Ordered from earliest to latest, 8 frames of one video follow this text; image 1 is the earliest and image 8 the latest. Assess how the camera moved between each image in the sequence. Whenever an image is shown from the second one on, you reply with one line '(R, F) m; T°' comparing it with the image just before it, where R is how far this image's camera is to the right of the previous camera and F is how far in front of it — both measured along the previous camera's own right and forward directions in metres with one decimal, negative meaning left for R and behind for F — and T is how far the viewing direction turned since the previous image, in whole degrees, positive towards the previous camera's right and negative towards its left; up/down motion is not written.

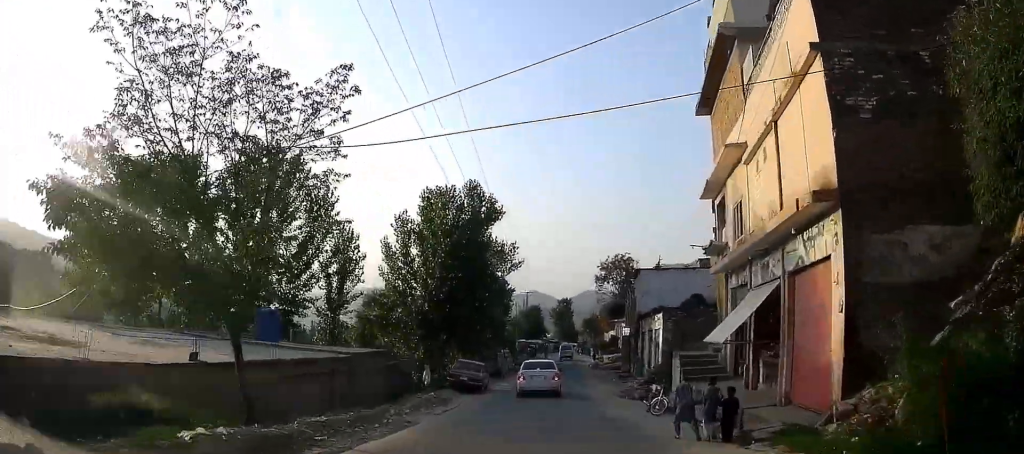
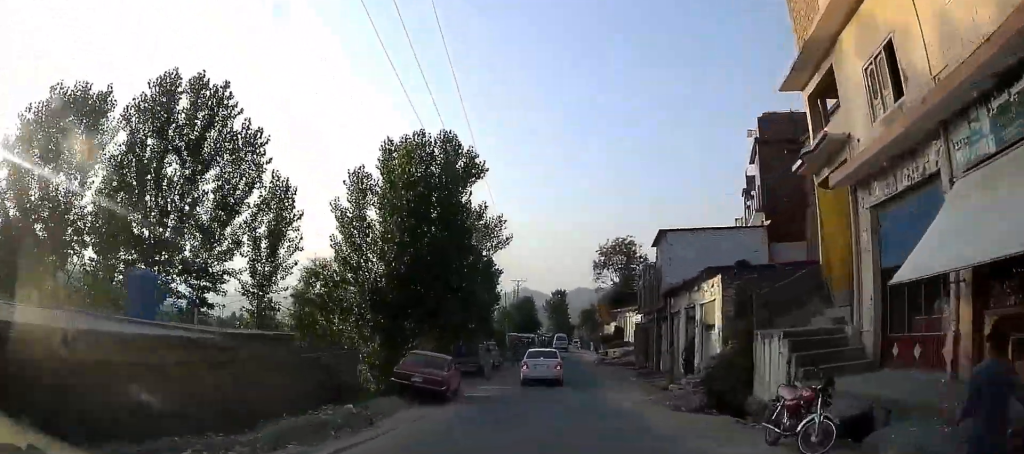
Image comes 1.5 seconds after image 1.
(+0.3, +8.1) m; -2°
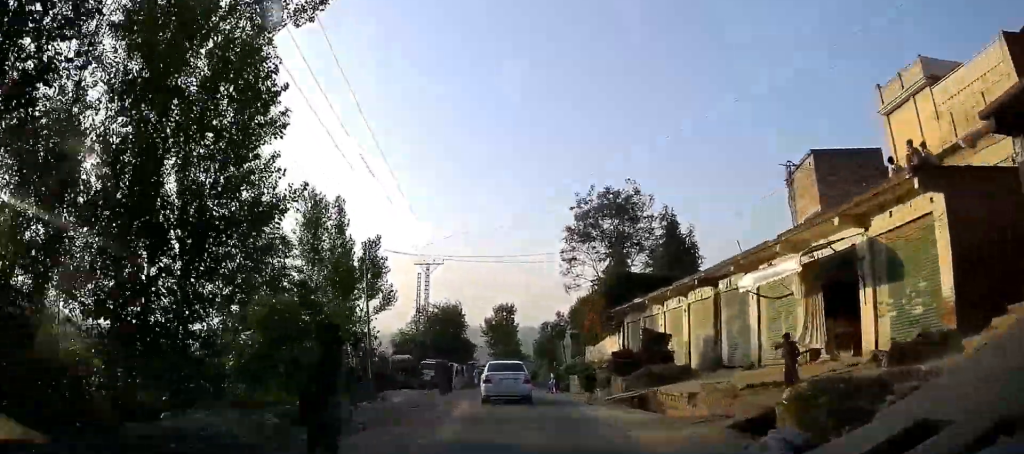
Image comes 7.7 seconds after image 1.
(-1.9, +38.0) m; -4°
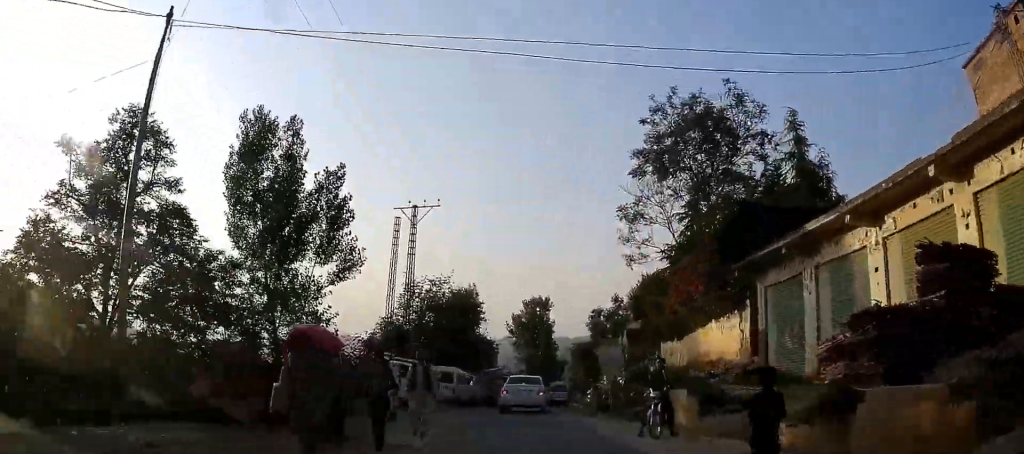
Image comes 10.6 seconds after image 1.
(-1.4, +18.8) m; -7°
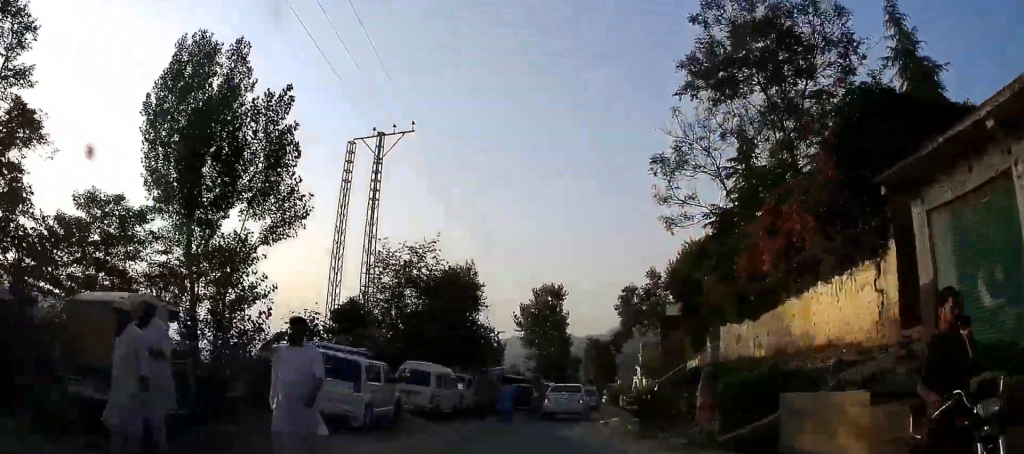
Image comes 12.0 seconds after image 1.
(-0.3, +9.1) m; 0°
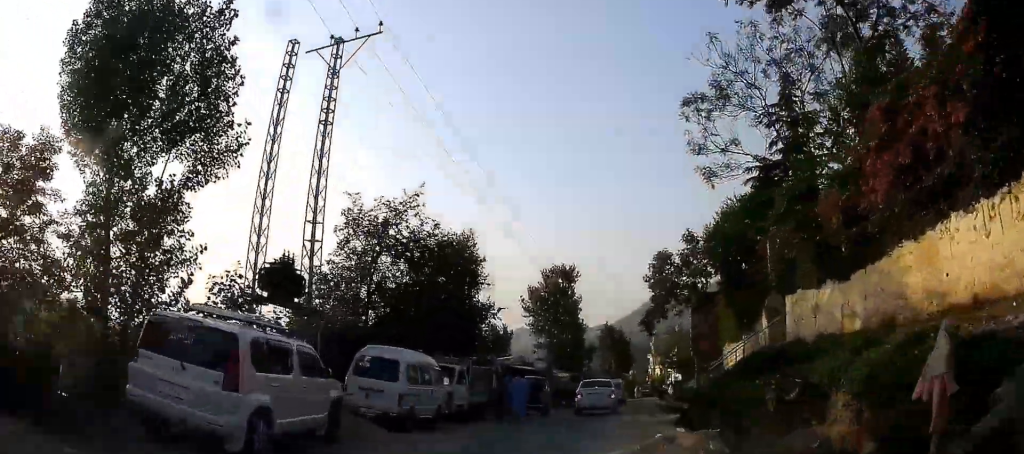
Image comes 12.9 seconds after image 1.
(+0.1, +6.0) m; +2°
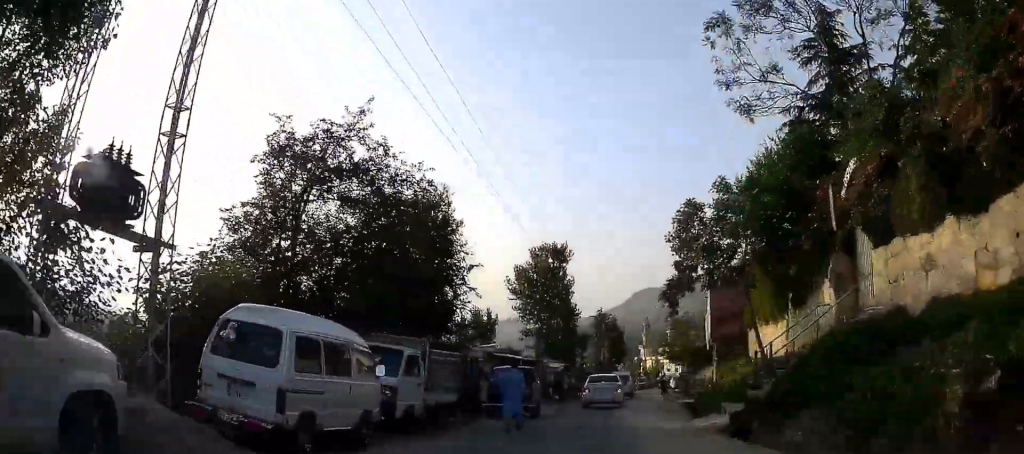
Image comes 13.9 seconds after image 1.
(+0.1, +6.2) m; +3°
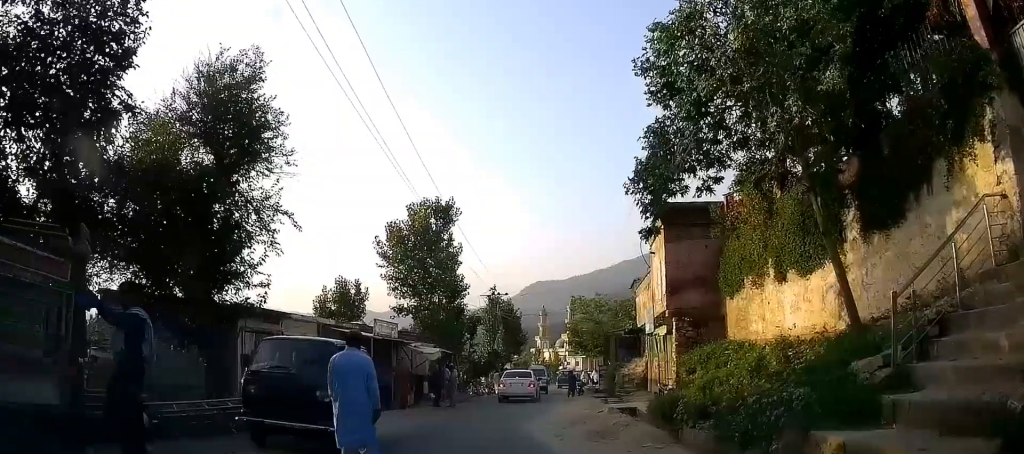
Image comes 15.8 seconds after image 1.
(+0.5, +10.9) m; +6°
